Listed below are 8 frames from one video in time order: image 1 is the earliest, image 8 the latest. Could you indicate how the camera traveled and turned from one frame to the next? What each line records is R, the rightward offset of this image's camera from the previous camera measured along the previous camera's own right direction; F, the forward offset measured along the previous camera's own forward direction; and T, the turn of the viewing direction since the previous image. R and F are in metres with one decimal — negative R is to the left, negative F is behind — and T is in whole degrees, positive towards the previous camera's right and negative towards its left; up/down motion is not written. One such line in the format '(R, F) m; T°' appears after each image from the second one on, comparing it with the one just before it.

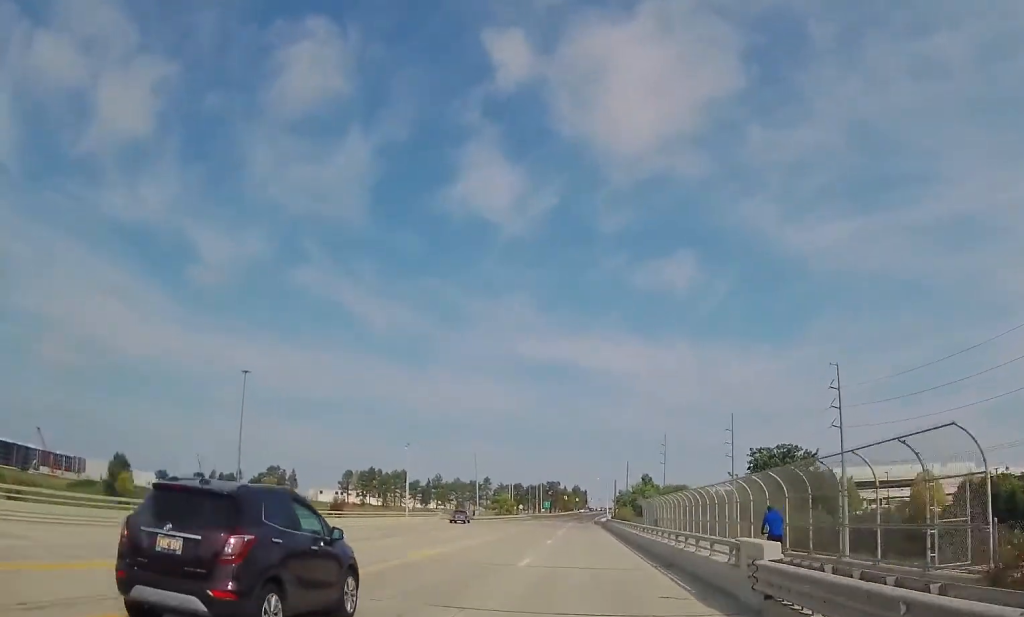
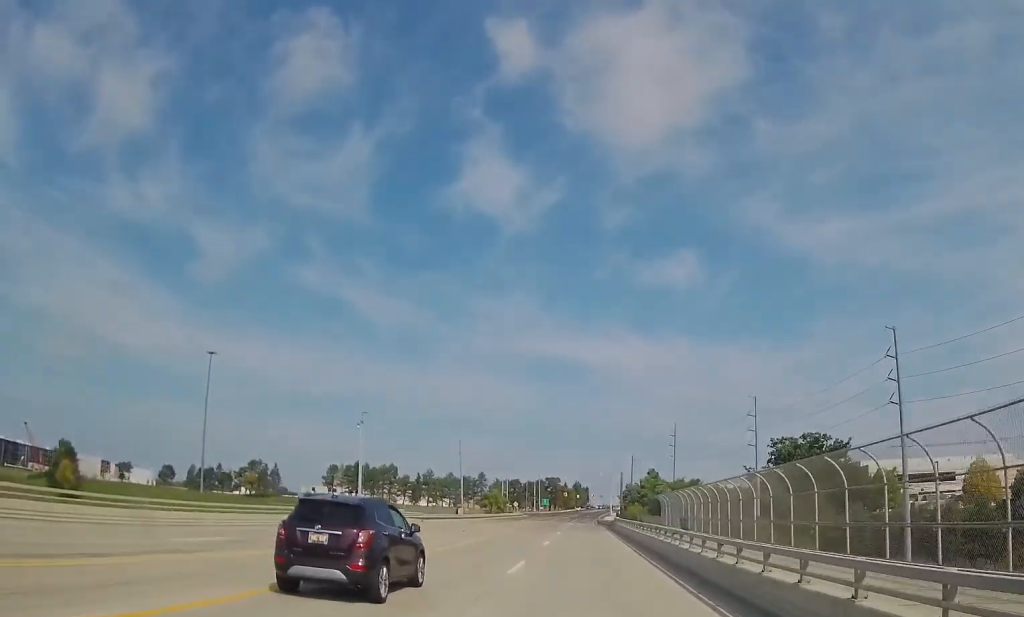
(-0.1, +19.0) m; 0°
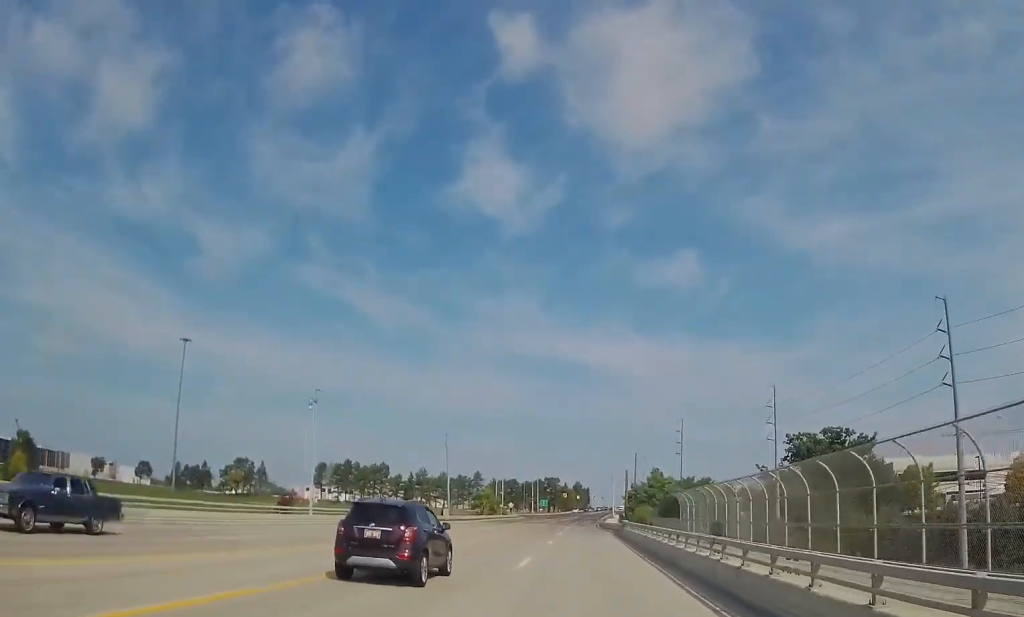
(0.0, +12.4) m; 0°
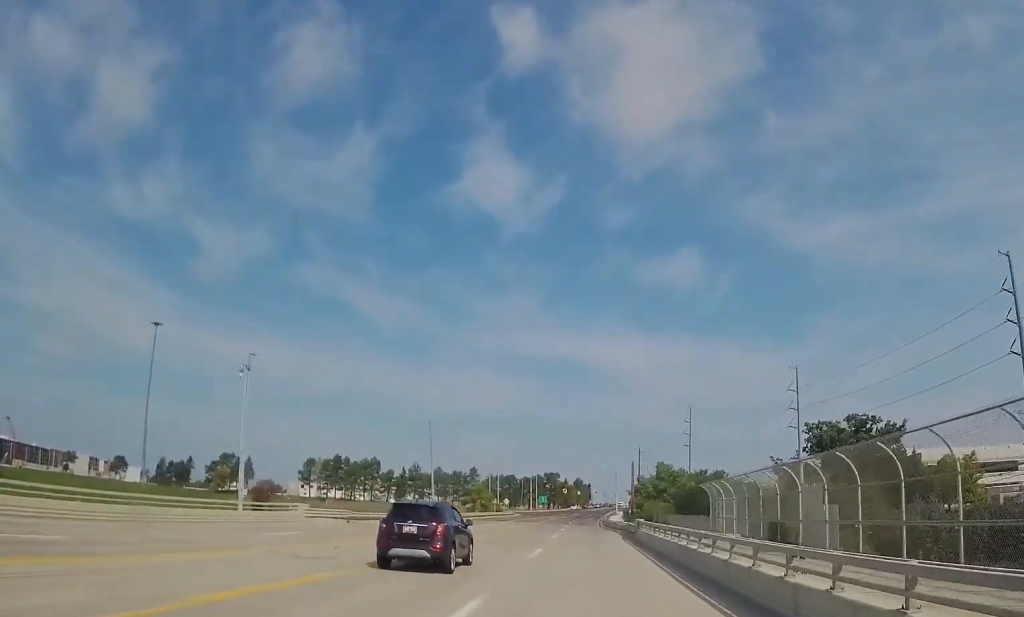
(+0.2, +12.0) m; 0°
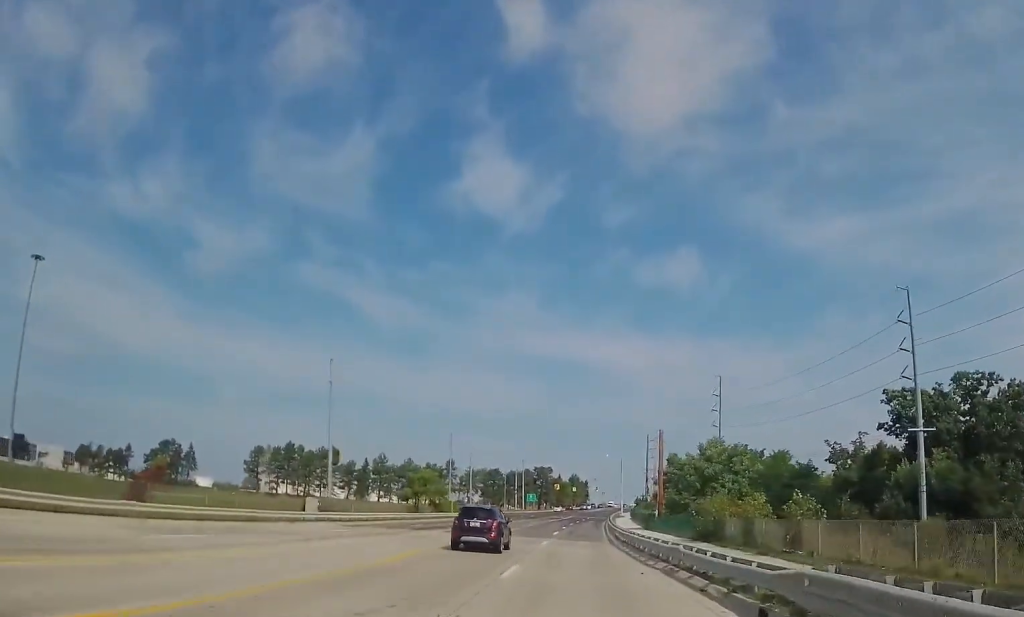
(-0.1, +37.6) m; +1°
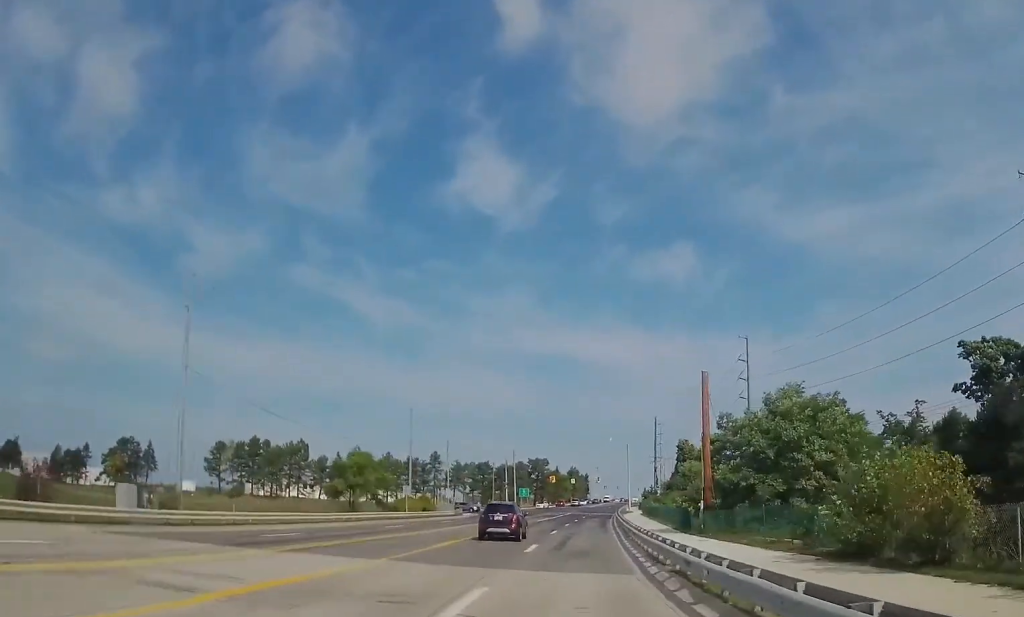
(+0.1, +22.1) m; -1°
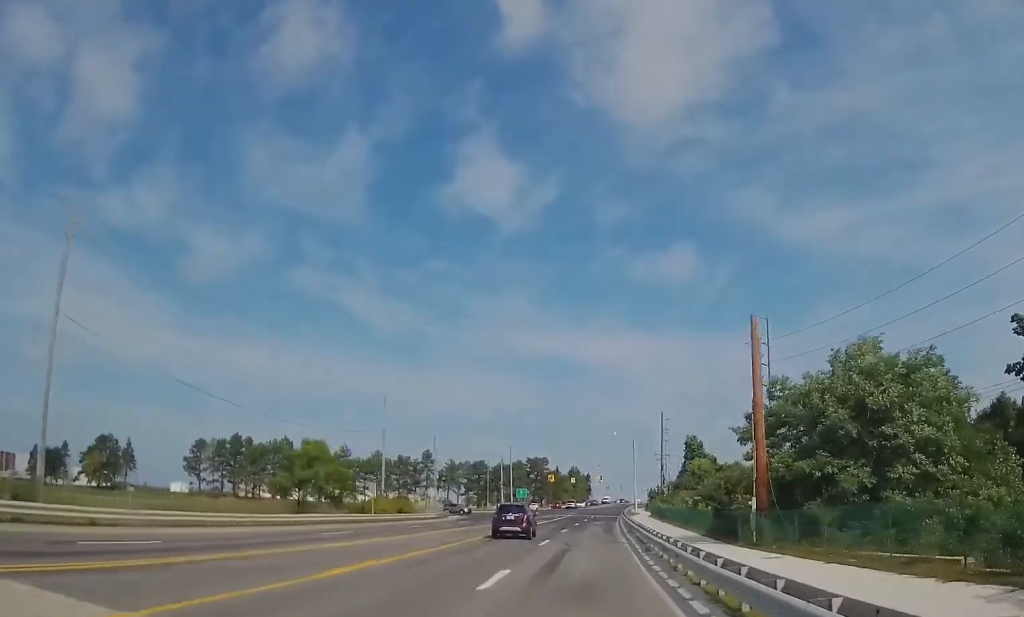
(-0.1, +10.7) m; -1°
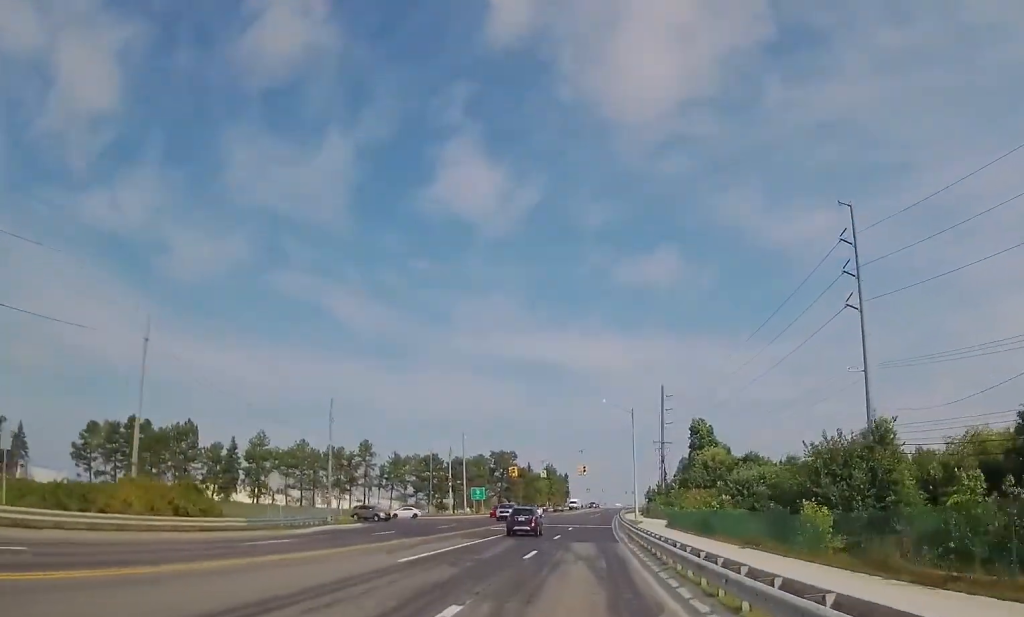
(-0.9, +35.6) m; +1°
